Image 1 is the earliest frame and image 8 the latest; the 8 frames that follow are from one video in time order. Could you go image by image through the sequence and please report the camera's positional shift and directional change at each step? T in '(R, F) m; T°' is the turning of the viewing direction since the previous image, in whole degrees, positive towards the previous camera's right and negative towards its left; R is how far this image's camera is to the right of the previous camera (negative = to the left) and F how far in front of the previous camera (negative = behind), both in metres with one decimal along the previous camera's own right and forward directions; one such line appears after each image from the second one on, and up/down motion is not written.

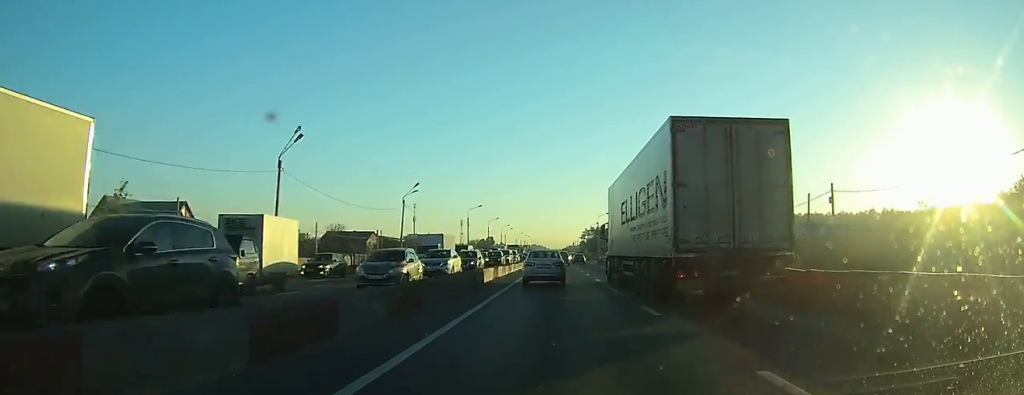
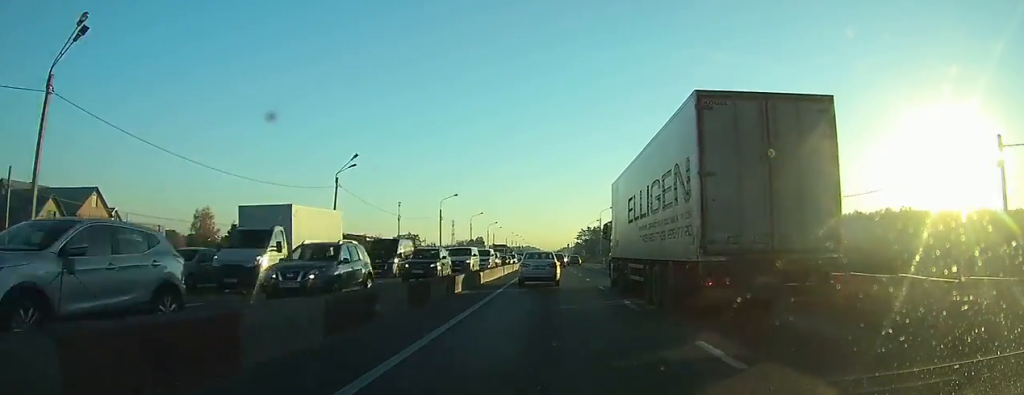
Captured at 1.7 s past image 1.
(+0.3, +20.3) m; +1°
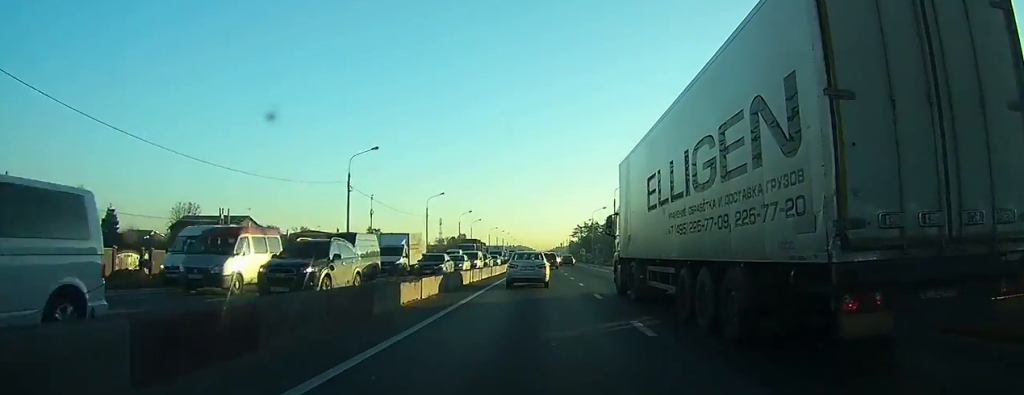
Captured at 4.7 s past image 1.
(+0.3, +32.1) m; +1°
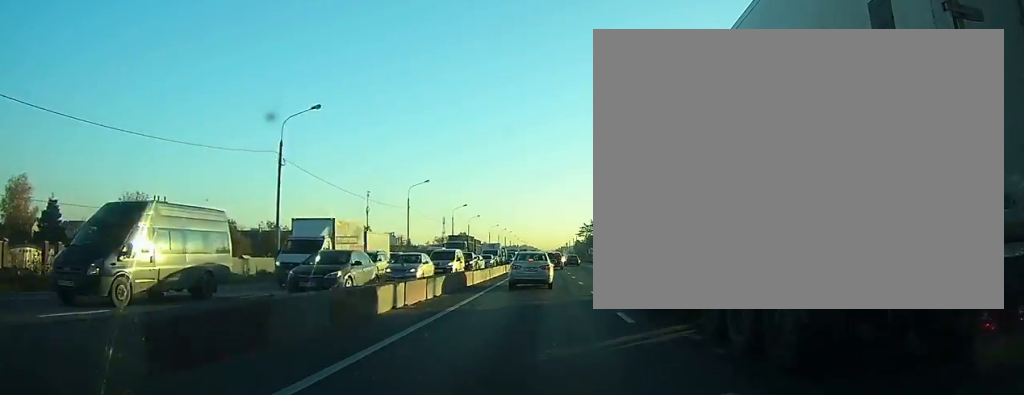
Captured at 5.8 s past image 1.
(0.0, +12.6) m; 0°
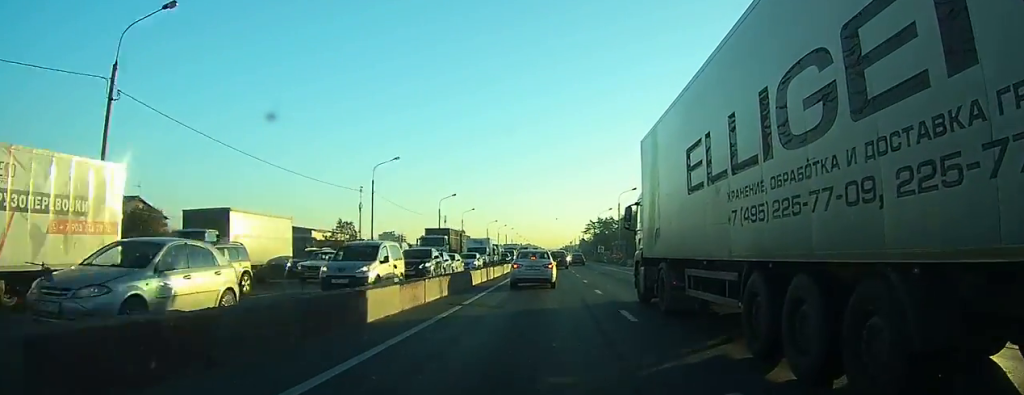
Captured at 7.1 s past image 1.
(0.0, +15.2) m; 0°
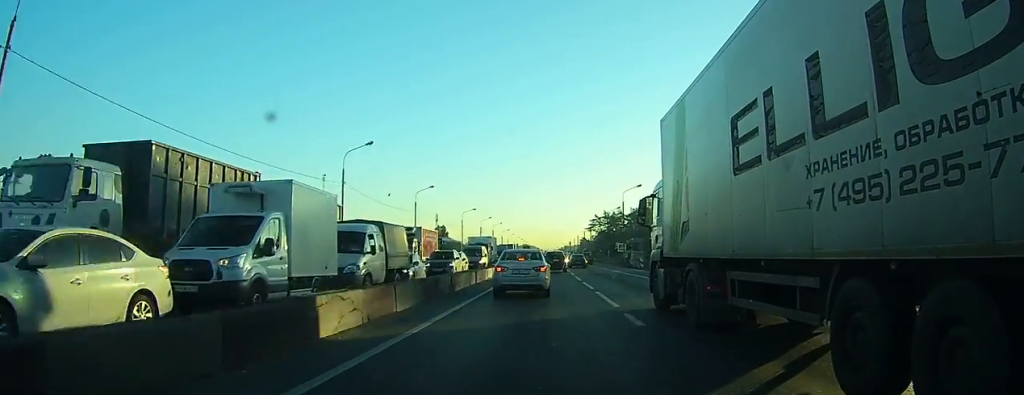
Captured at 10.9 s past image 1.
(+0.1, +42.2) m; +1°
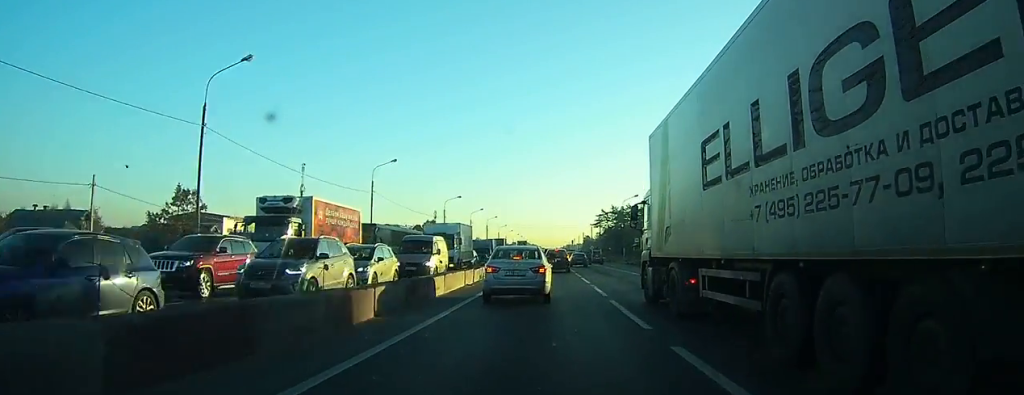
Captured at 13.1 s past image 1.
(+0.2, +22.3) m; +1°
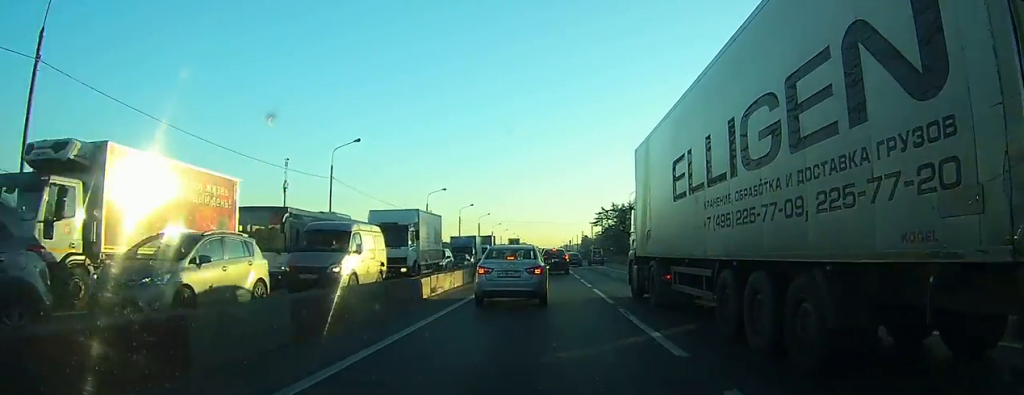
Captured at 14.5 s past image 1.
(0.0, +11.8) m; 0°
